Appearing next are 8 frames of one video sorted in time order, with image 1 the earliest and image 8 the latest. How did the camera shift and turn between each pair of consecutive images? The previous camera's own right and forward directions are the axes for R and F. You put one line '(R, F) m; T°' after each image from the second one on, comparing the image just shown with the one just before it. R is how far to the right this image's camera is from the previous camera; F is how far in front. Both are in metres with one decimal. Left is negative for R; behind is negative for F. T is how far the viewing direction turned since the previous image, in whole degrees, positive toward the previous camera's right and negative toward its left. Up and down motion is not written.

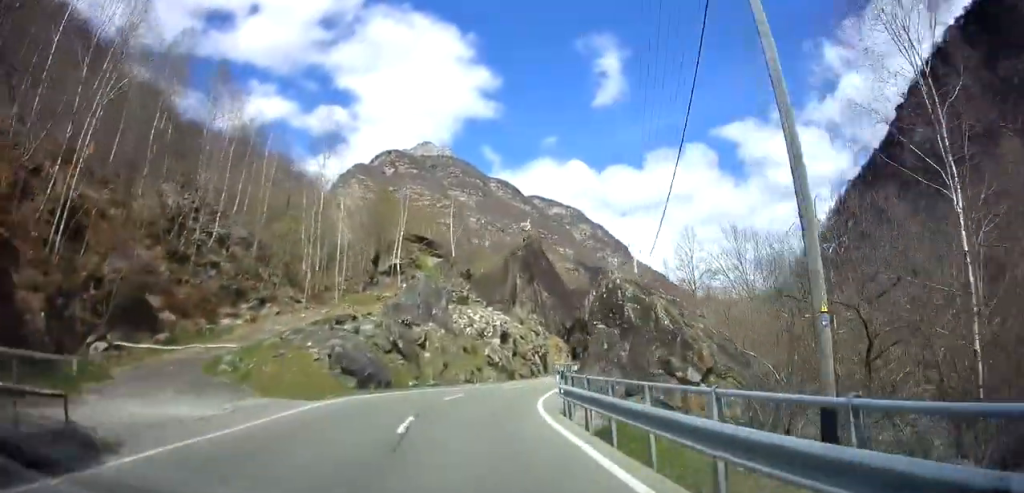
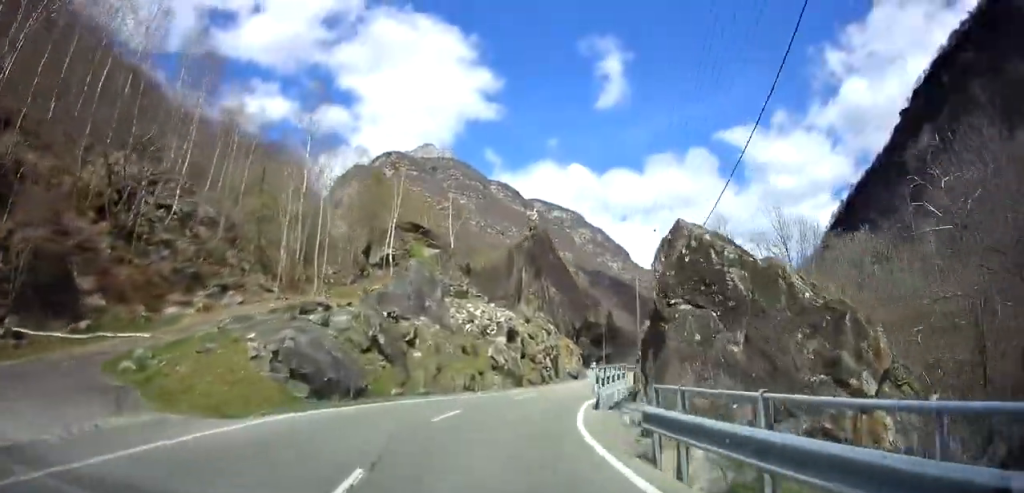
(0.0, +6.9) m; +2°
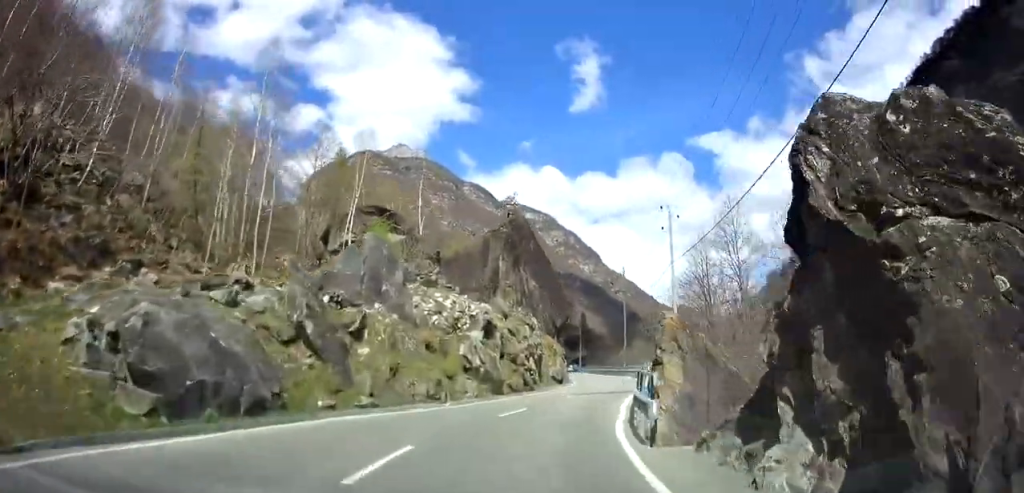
(-0.2, +7.3) m; +4°
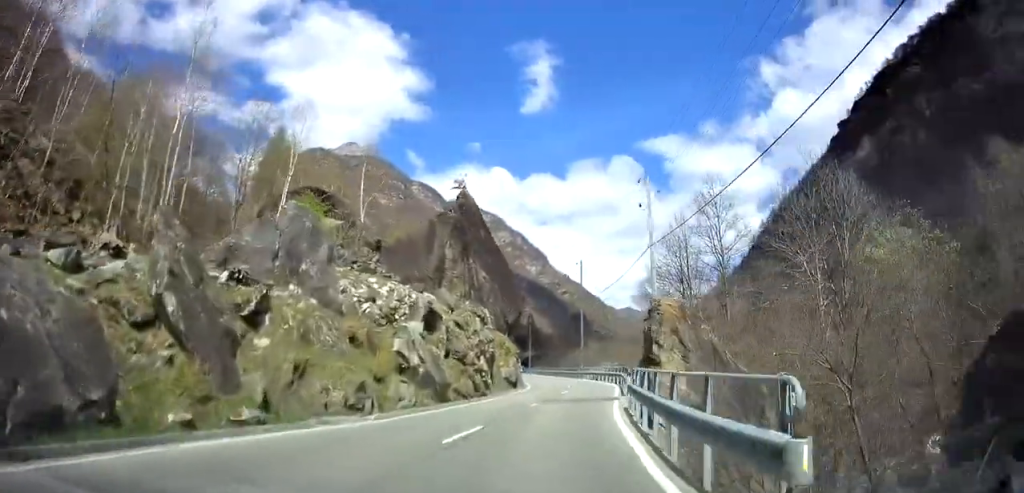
(+0.2, +6.0) m; +3°
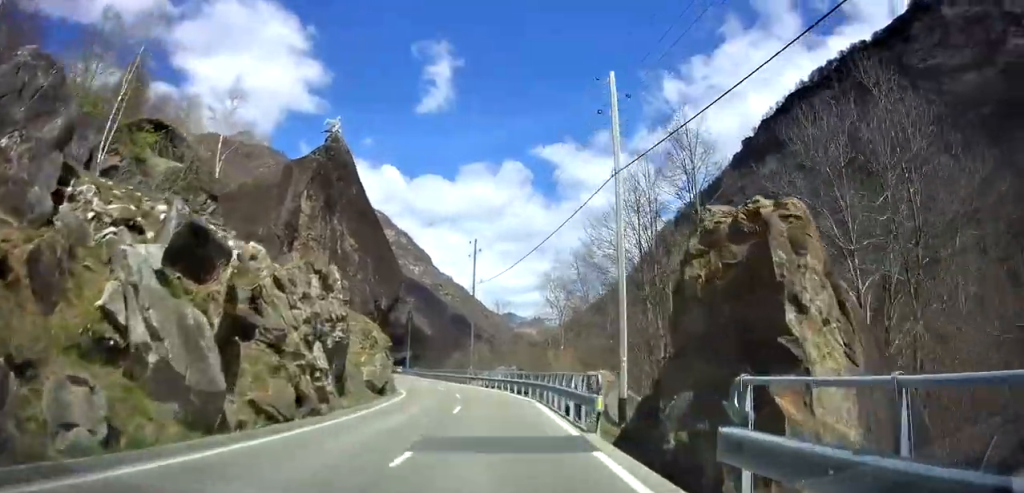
(+1.0, +12.2) m; +6°
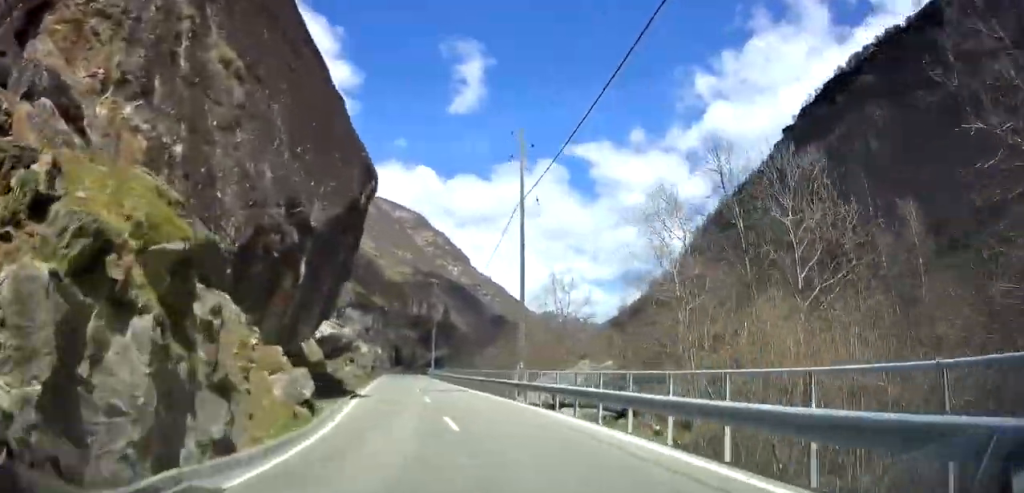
(-0.2, +21.9) m; -1°
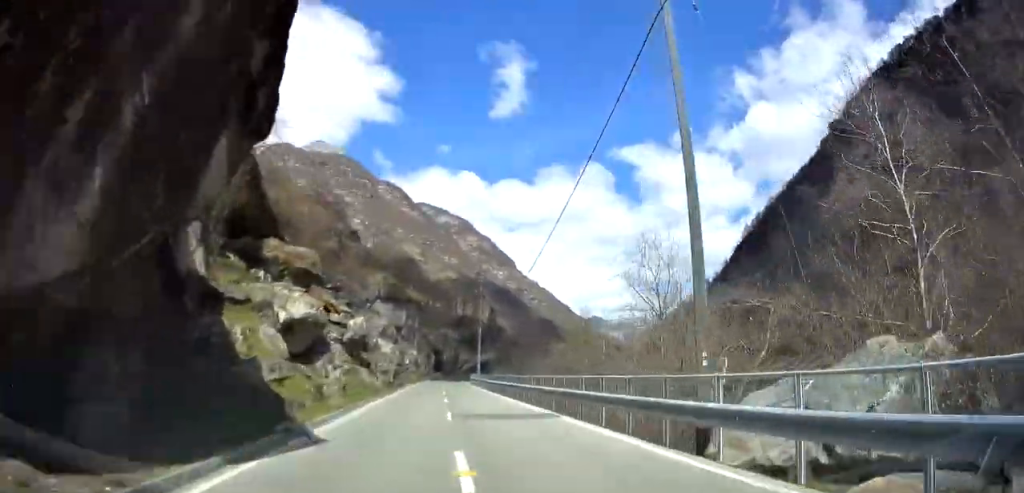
(0.0, +13.5) m; -1°
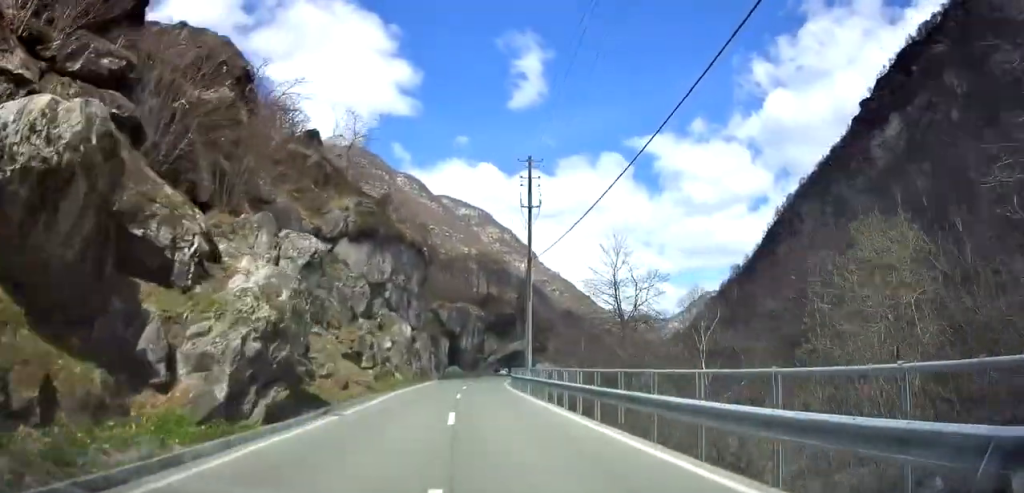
(-1.5, +28.8) m; -6°
